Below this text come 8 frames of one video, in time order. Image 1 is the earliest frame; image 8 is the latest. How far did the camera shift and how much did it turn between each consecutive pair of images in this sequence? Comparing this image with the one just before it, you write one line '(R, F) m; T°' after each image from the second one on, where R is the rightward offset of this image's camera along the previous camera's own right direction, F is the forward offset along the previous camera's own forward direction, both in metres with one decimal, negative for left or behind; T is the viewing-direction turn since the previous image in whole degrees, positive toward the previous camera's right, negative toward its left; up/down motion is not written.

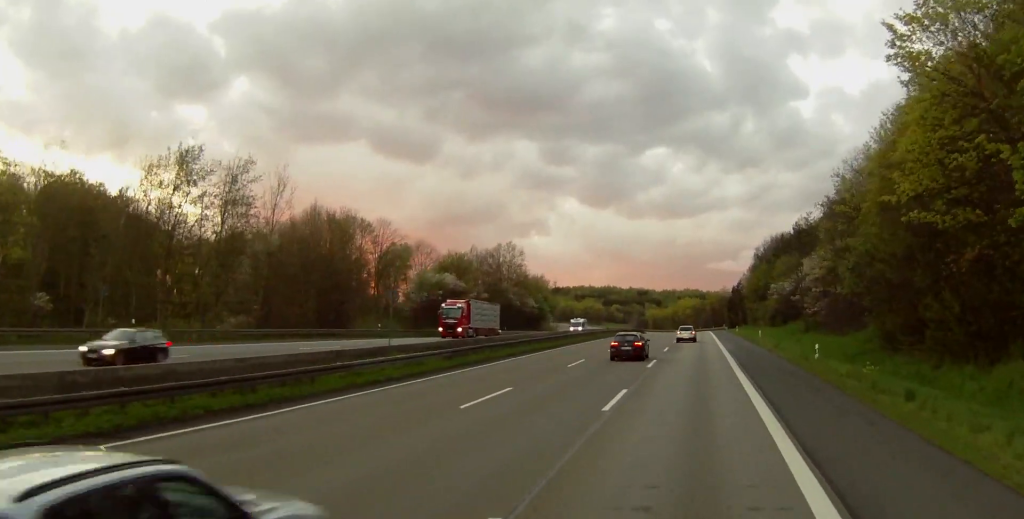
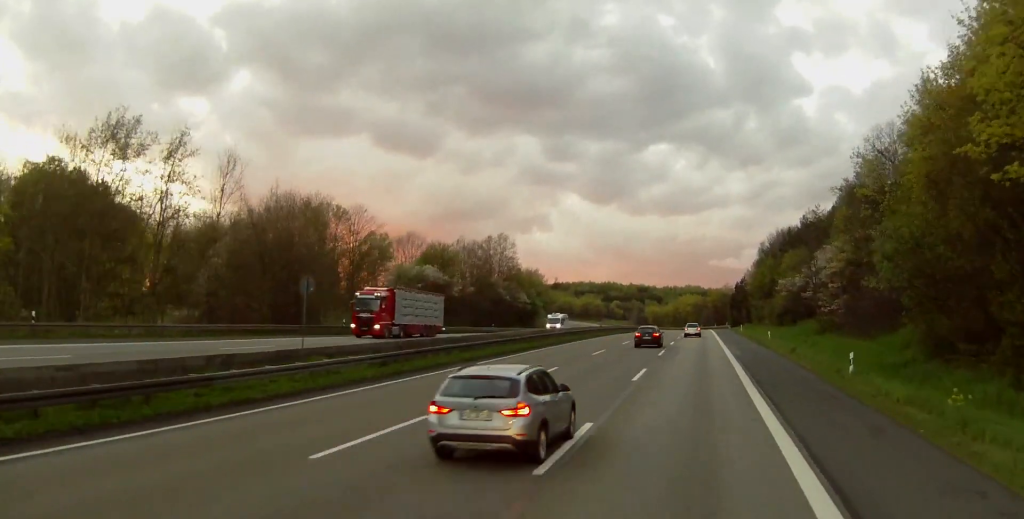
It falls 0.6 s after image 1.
(+0.2, +9.1) m; +1°
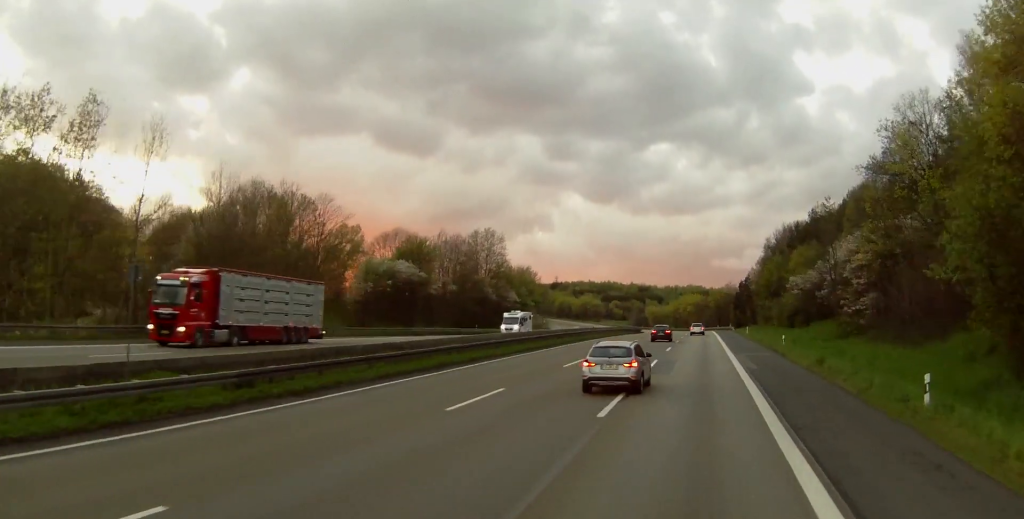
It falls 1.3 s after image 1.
(-0.2, +10.5) m; -1°
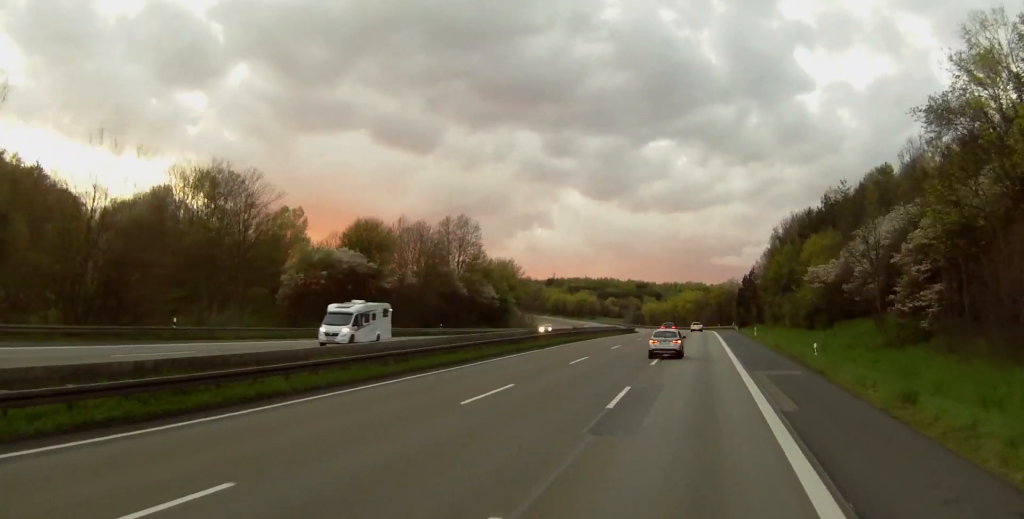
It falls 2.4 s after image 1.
(-0.1, +16.2) m; 0°
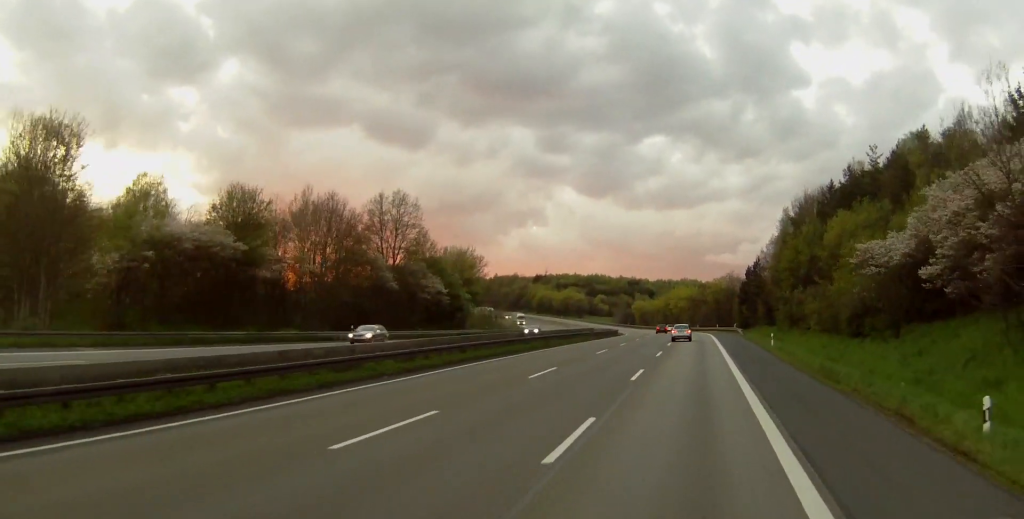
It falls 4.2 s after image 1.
(+0.5, +25.3) m; +2°
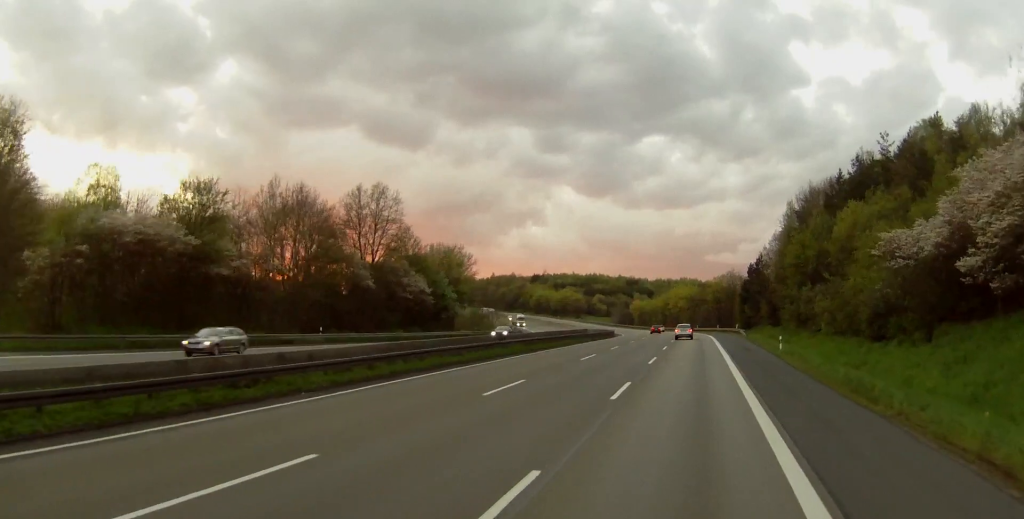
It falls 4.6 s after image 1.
(0.0, +6.7) m; 0°
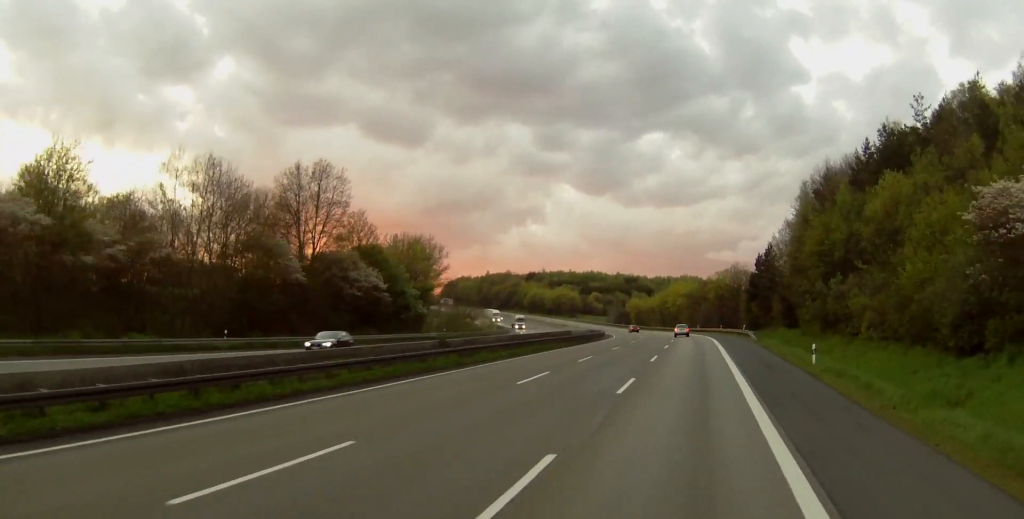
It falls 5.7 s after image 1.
(+0.1, +15.8) m; -1°
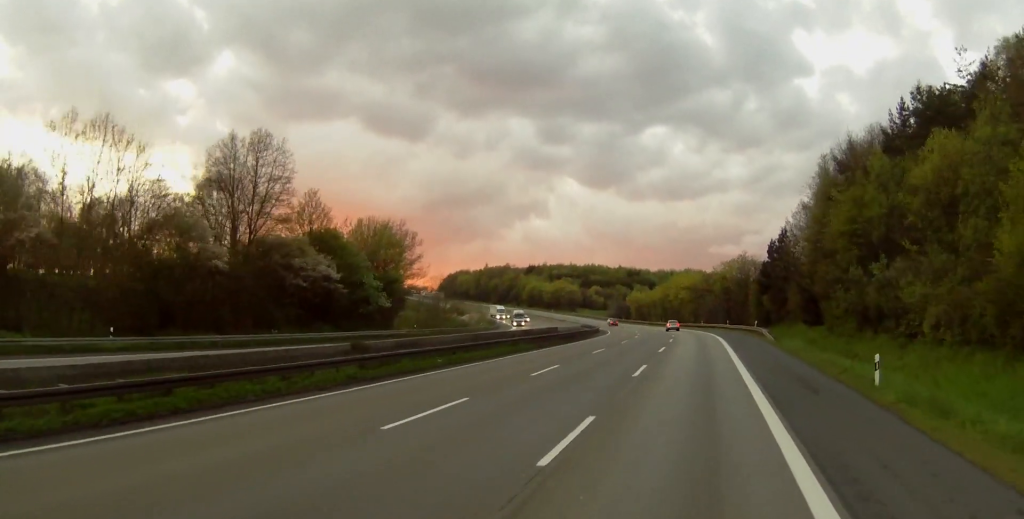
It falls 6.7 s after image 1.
(-0.4, +13.3) m; -1°
